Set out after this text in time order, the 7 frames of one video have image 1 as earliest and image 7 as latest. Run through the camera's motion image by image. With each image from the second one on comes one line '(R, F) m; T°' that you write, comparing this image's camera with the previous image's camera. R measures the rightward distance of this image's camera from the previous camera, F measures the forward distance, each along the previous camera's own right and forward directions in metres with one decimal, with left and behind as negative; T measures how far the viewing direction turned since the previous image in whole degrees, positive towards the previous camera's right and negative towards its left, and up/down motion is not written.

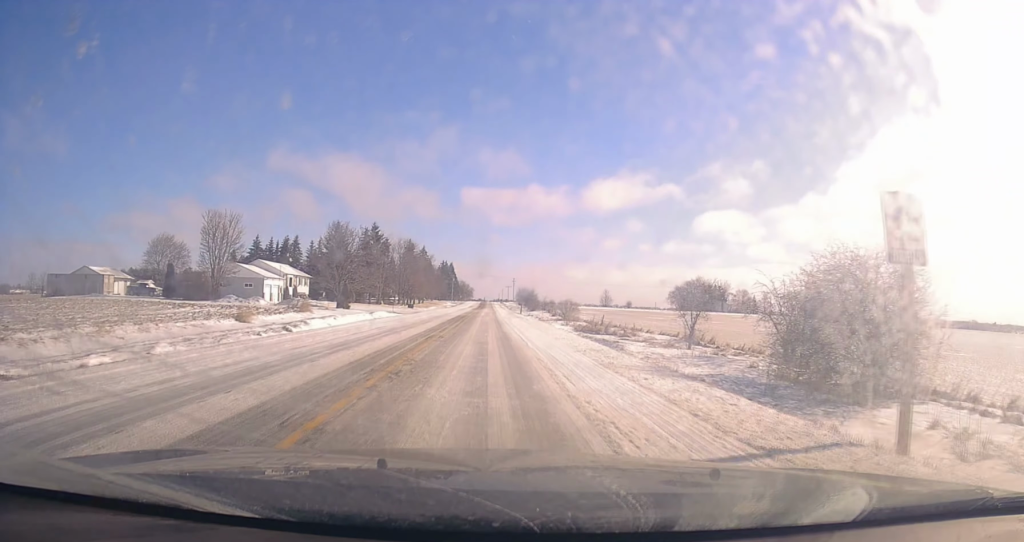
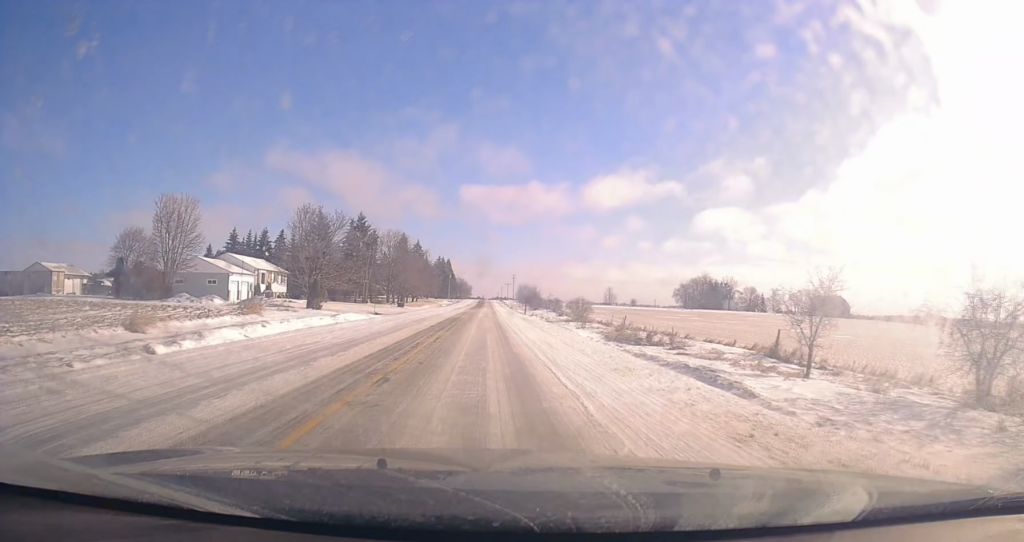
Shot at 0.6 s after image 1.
(-0.1, +10.5) m; 0°
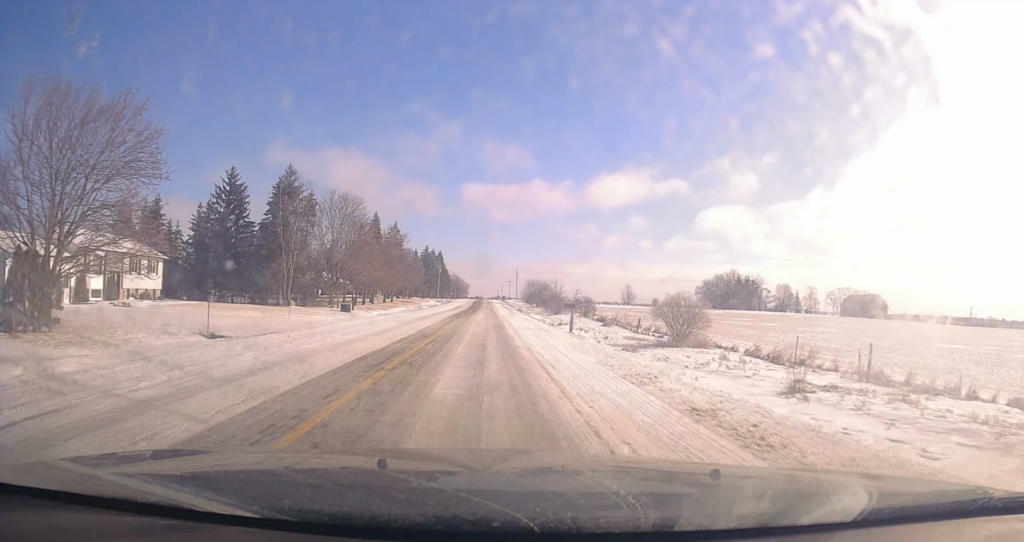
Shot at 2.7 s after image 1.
(+2.3, +36.0) m; +4°
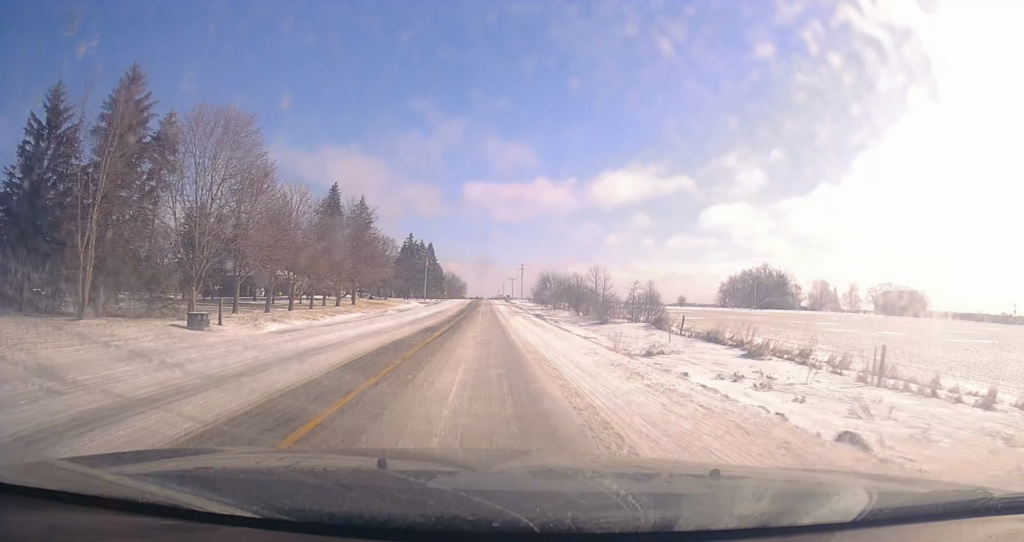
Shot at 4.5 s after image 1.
(-1.9, +31.1) m; -3°
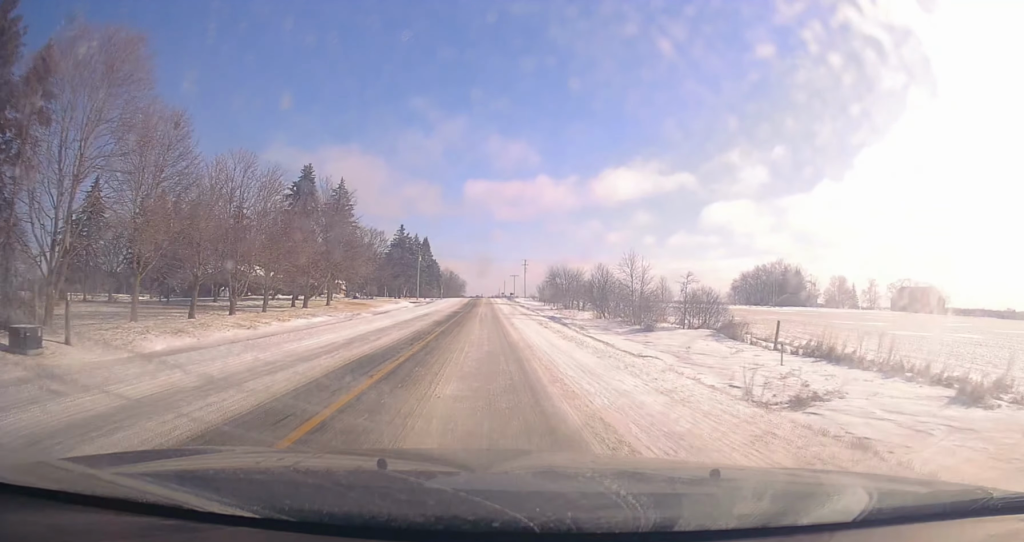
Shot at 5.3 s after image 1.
(0.0, +12.6) m; 0°
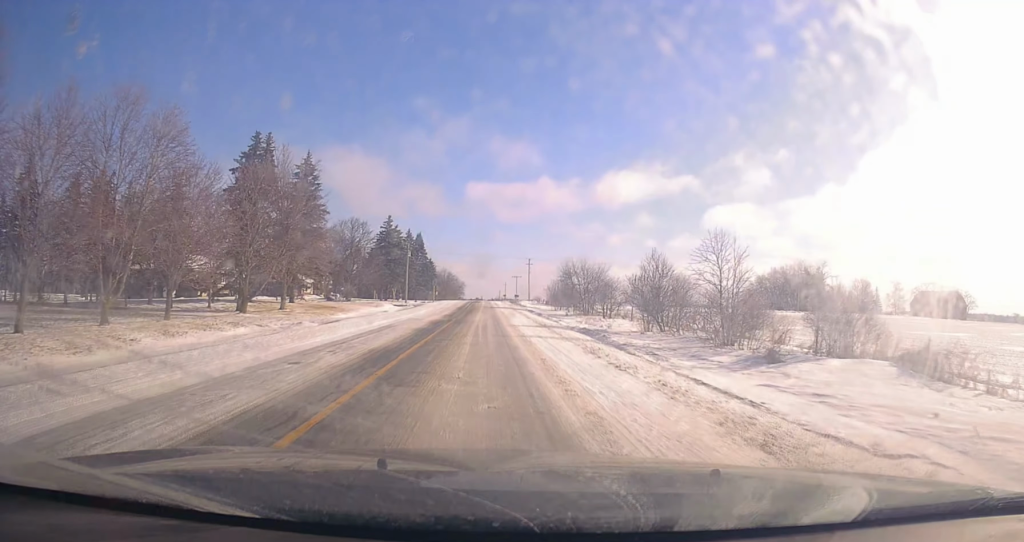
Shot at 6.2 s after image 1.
(0.0, +15.3) m; 0°
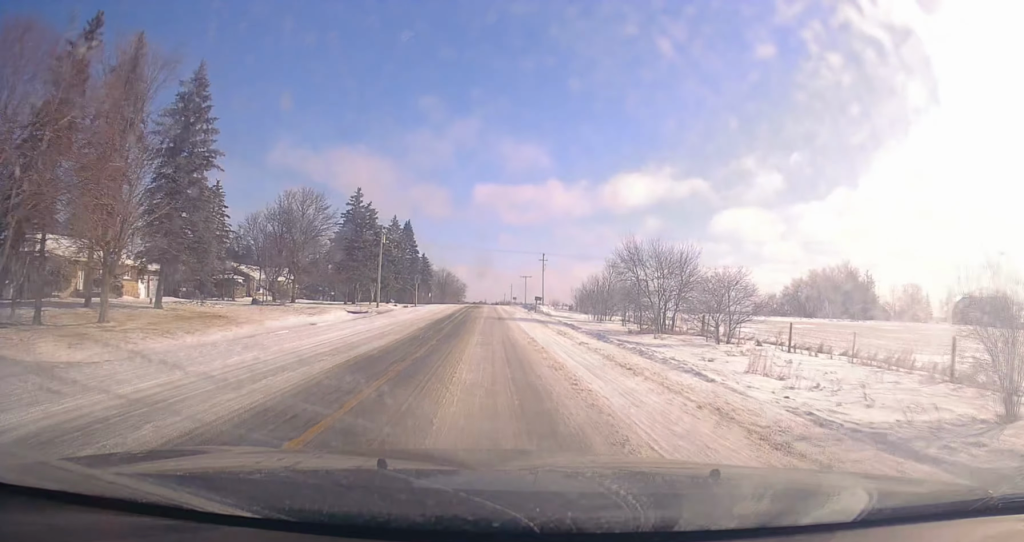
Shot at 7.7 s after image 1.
(-0.1, +26.1) m; 0°
